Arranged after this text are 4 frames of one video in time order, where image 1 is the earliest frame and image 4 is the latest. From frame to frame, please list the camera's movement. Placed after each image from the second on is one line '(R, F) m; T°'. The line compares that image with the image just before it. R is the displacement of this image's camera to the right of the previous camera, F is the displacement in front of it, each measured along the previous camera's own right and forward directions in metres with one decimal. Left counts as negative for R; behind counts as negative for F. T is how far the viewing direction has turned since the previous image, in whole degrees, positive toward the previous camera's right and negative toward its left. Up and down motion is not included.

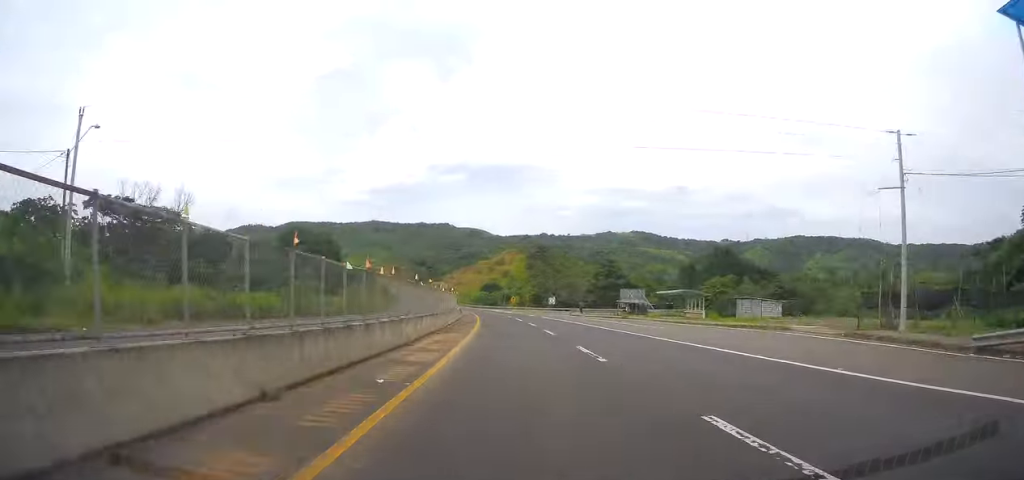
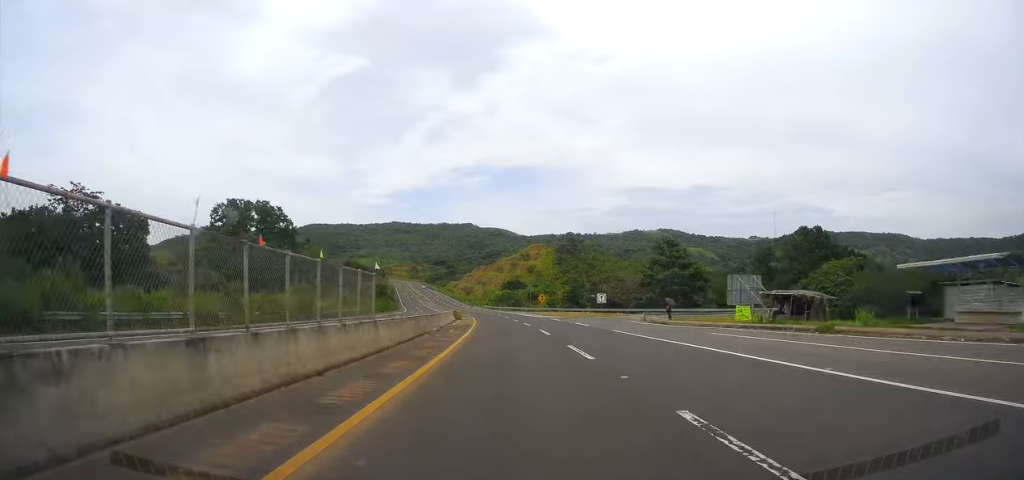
(-0.2, +35.9) m; -2°
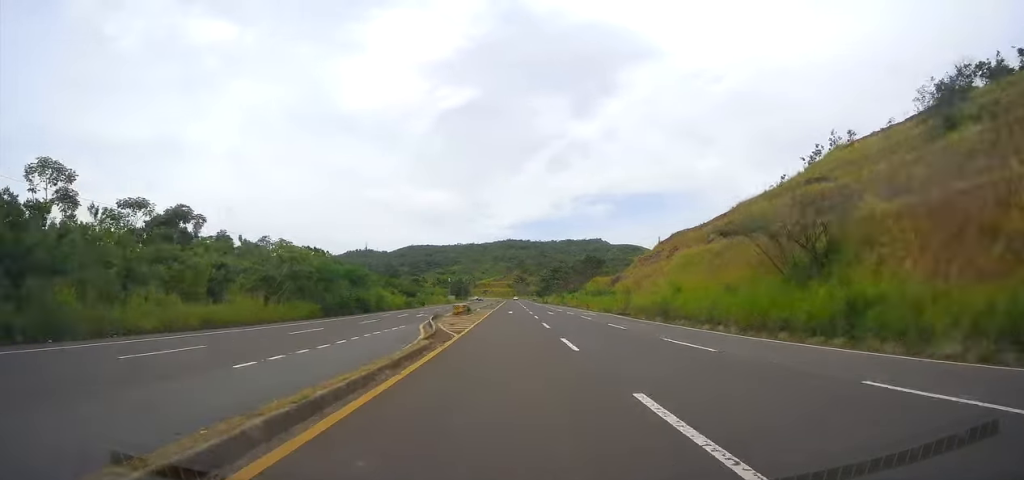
(-27.9, +207.1) m; -12°
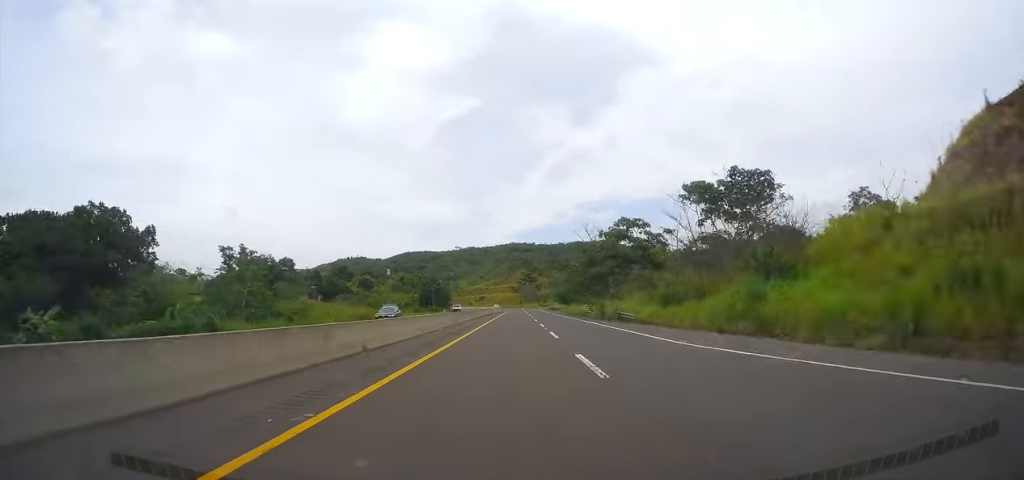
(-0.1, +92.6) m; 0°
